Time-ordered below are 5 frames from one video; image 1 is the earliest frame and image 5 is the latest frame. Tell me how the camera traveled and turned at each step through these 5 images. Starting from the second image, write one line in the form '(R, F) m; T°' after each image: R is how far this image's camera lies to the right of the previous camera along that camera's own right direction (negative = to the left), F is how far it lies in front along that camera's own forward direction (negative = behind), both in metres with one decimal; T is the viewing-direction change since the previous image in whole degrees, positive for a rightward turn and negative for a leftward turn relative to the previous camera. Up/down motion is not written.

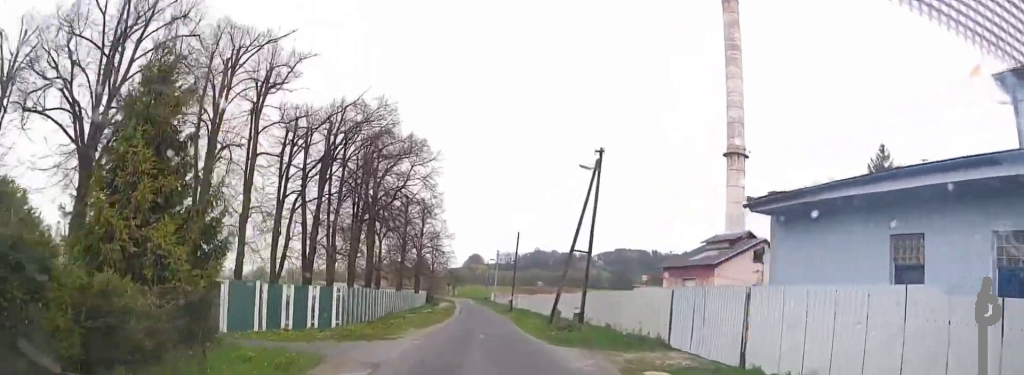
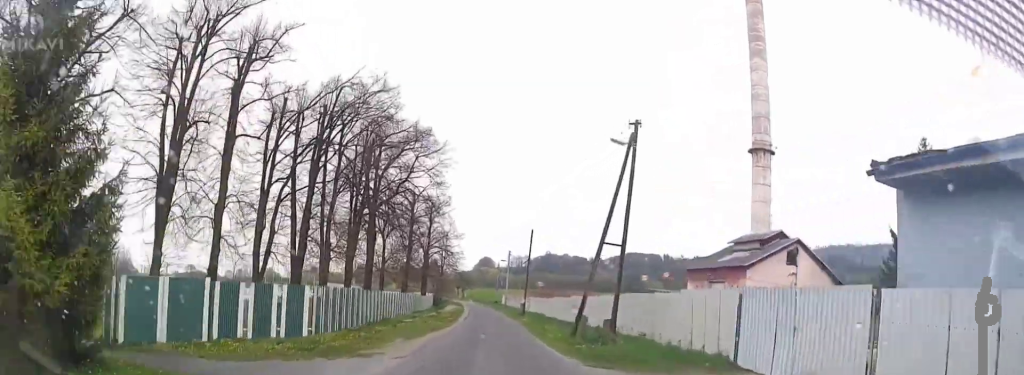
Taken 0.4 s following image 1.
(-0.1, +4.8) m; -1°
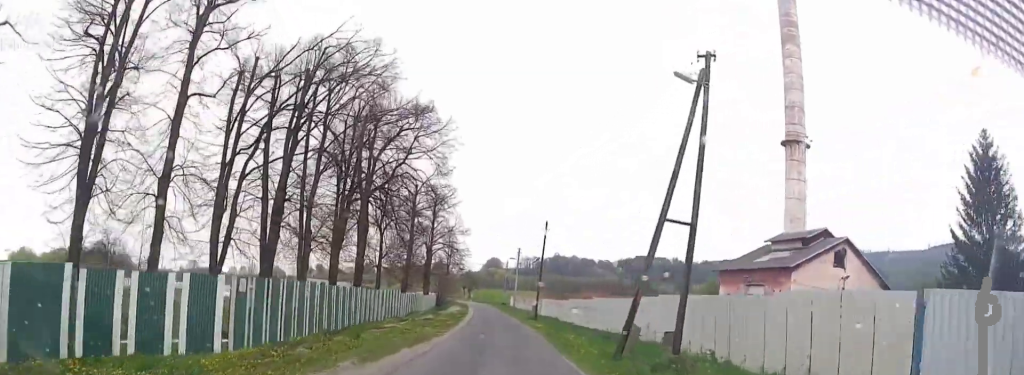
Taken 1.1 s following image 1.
(0.0, +7.0) m; -2°
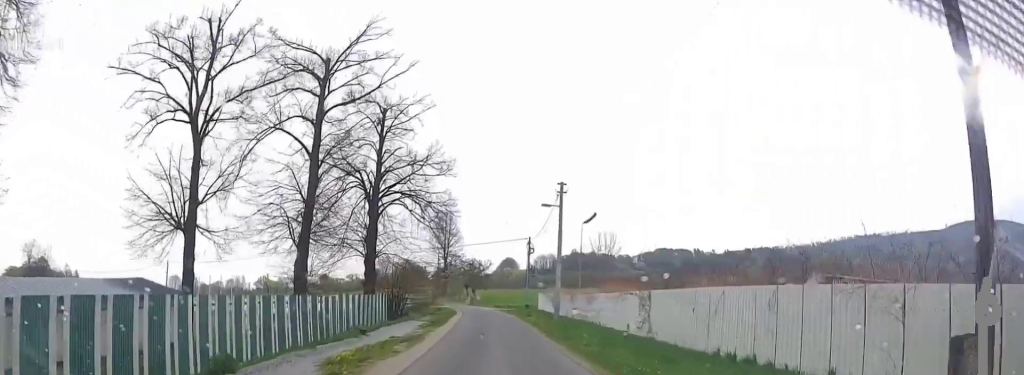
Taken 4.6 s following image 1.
(-3.4, +44.4) m; -7°
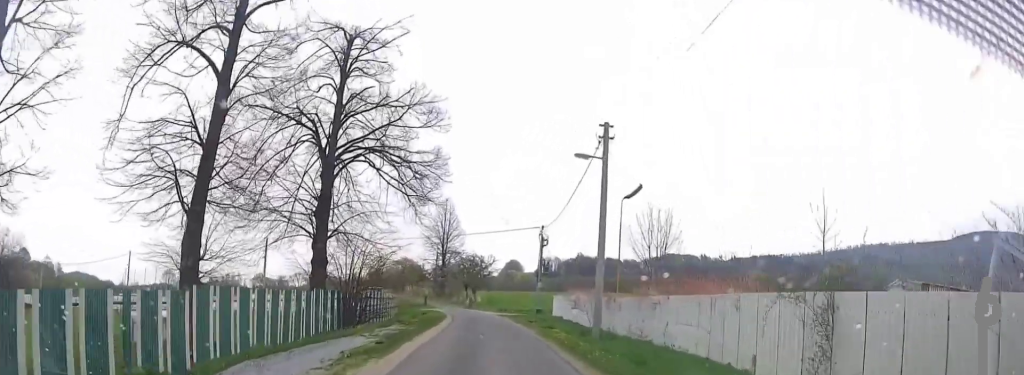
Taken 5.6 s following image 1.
(-0.2, +14.0) m; -1°
